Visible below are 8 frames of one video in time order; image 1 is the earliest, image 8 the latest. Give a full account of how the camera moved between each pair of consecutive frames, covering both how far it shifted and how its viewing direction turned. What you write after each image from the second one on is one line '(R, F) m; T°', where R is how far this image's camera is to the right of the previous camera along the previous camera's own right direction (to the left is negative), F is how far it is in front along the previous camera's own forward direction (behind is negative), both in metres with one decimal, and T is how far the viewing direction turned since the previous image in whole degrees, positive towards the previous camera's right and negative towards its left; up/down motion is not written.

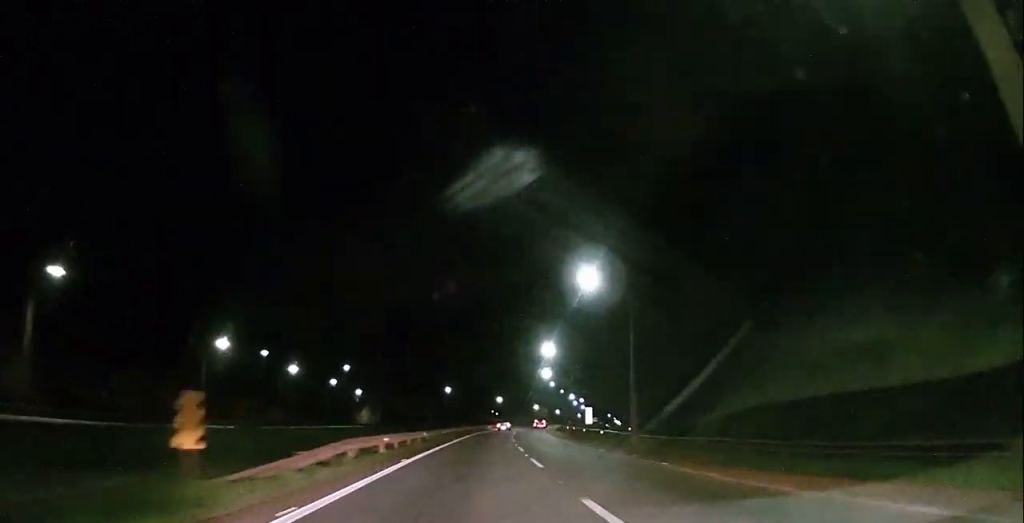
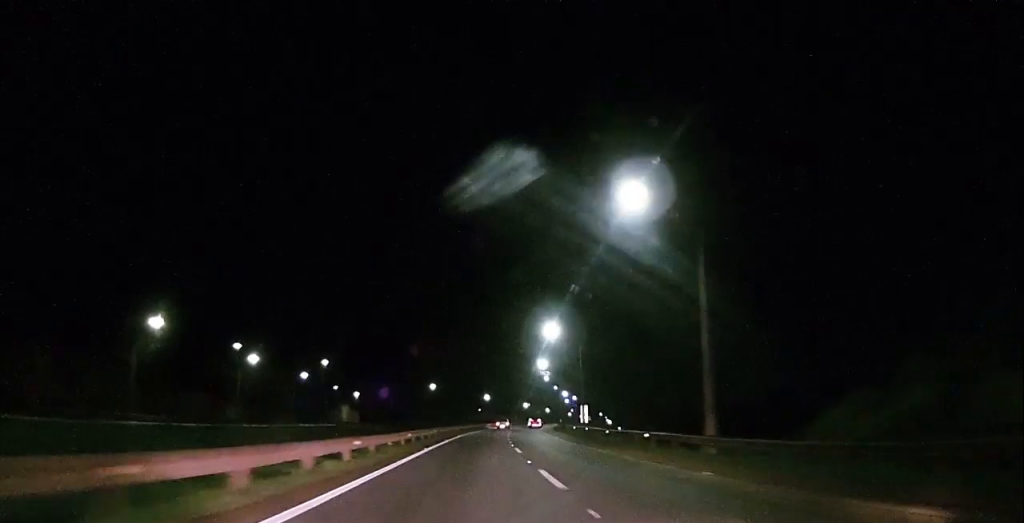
(+0.1, +16.4) m; +1°
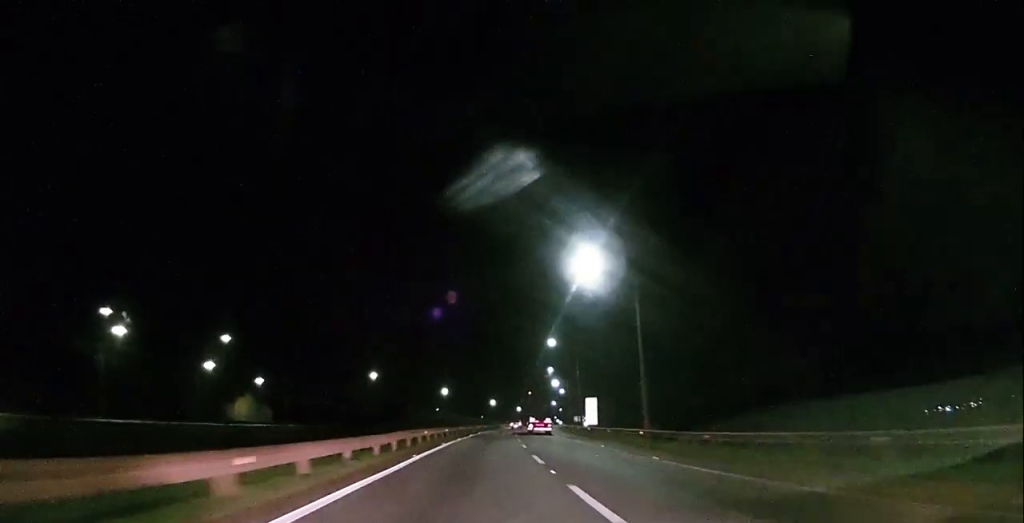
(+2.0, +69.0) m; +3°
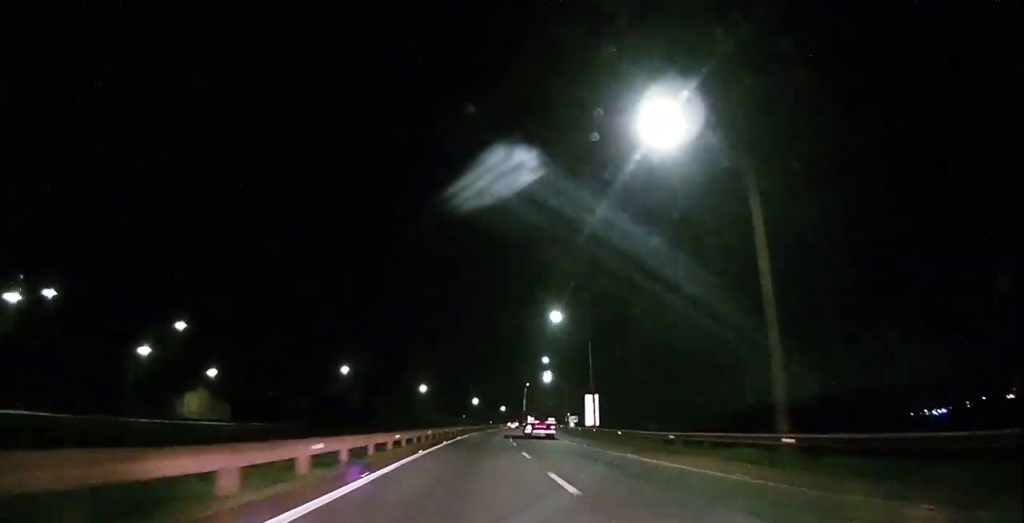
(+0.2, +19.7) m; +1°
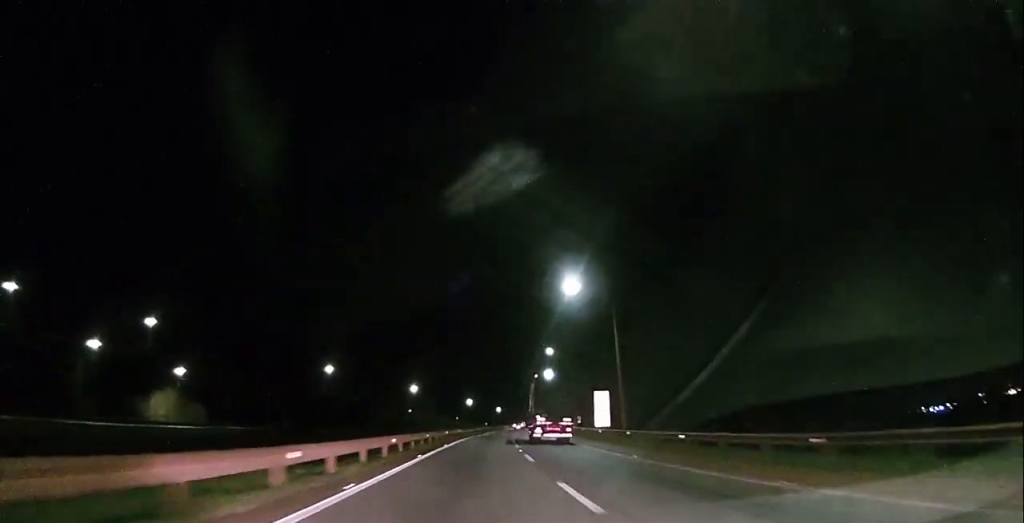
(+0.1, +13.8) m; +1°
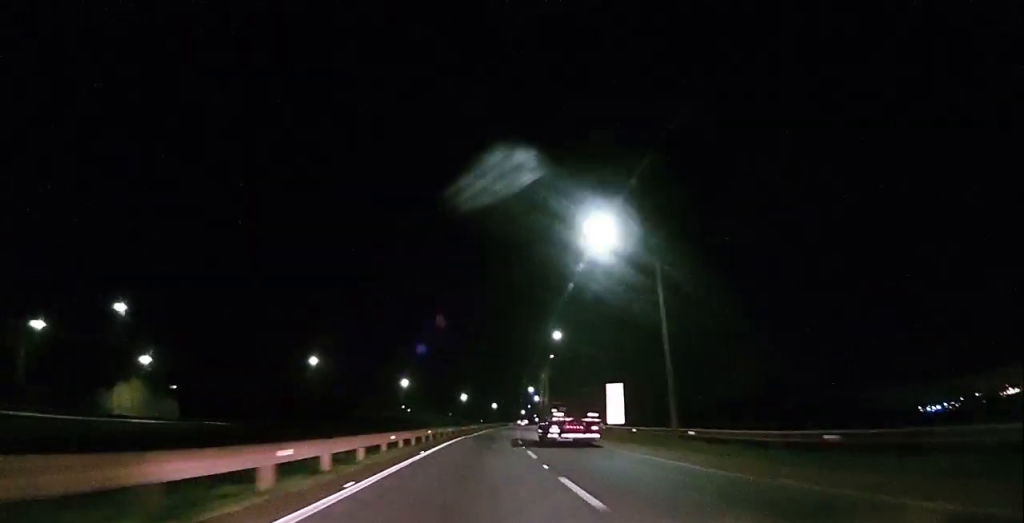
(+0.1, +12.9) m; +1°
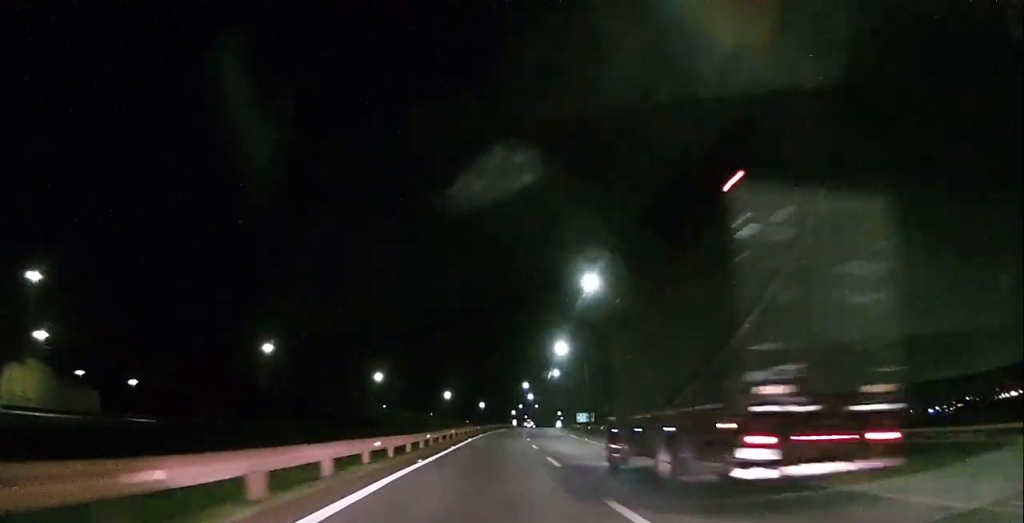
(+0.5, +29.2) m; +1°
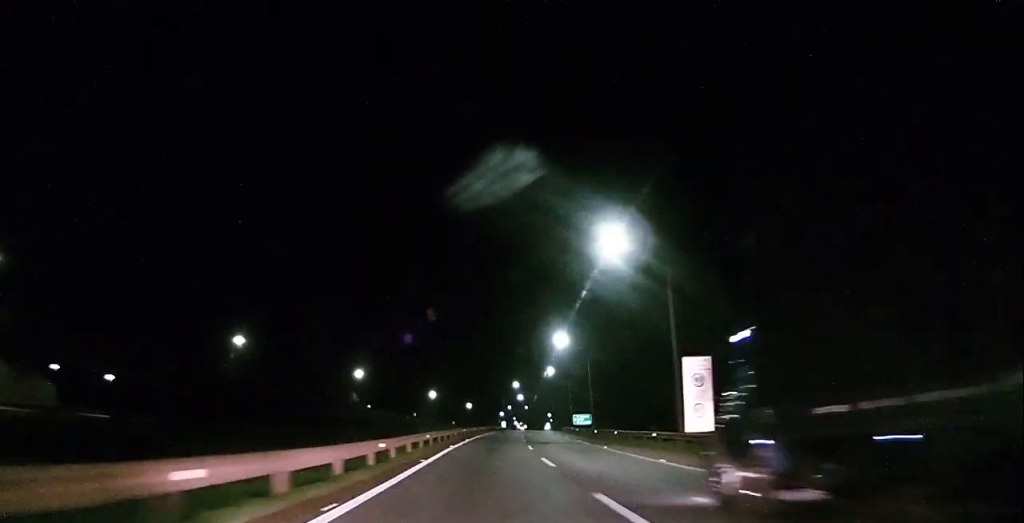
(0.0, +11.1) m; +1°
